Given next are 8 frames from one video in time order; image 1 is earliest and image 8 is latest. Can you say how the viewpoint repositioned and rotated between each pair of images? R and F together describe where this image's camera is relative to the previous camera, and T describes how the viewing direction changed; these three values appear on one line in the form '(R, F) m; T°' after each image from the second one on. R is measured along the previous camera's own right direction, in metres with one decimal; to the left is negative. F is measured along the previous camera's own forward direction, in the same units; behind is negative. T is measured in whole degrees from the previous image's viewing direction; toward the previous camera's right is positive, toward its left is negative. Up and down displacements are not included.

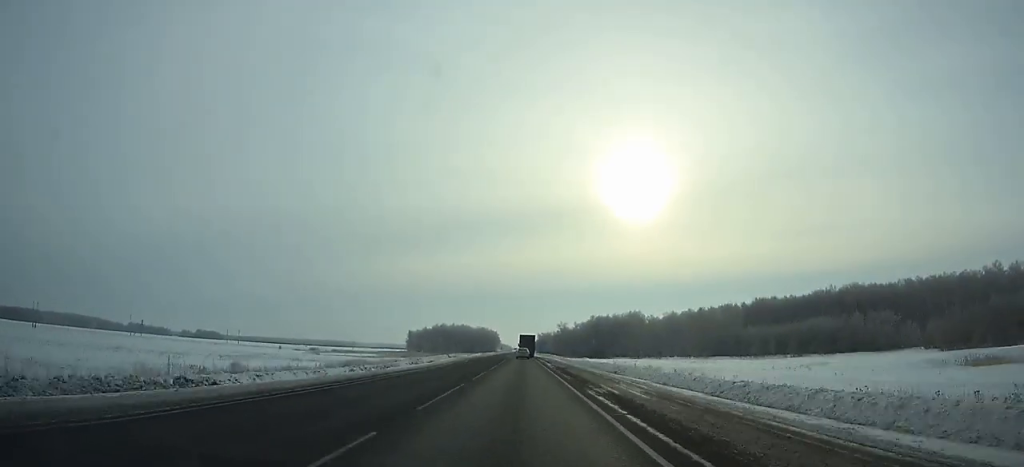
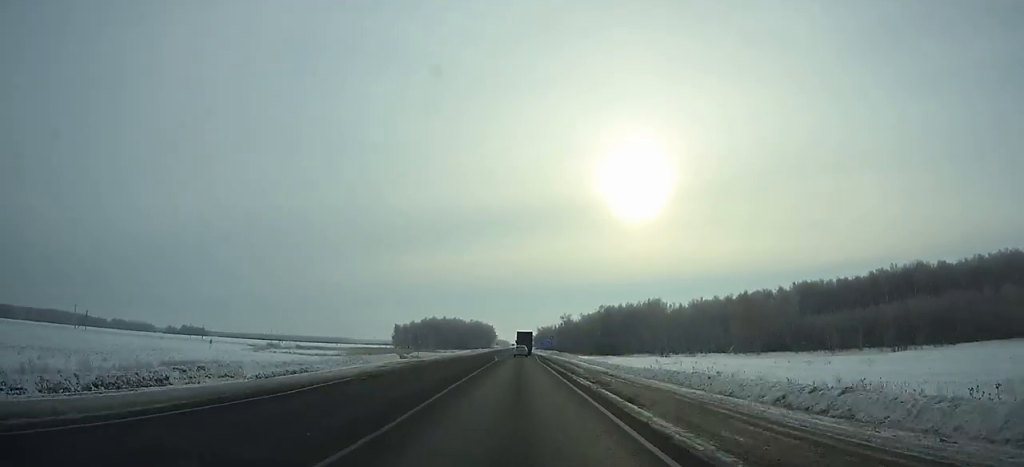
(+0.1, +42.7) m; 0°
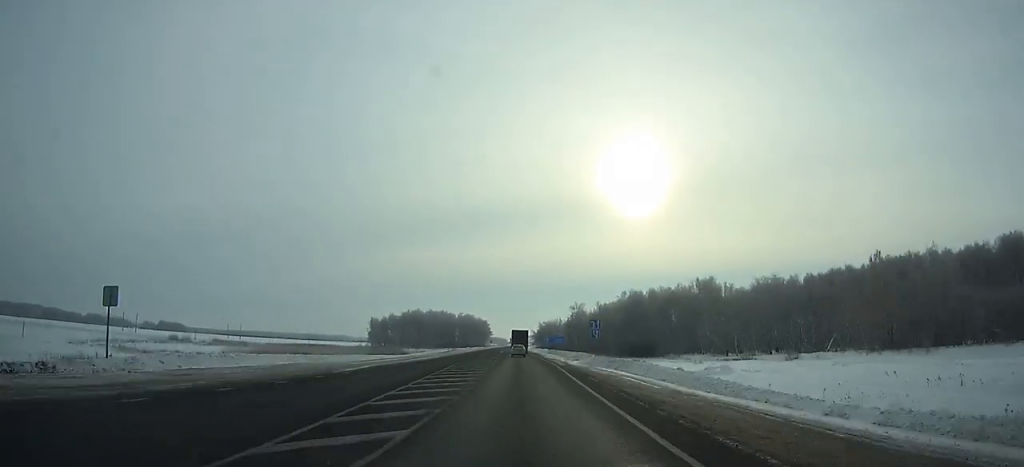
(+0.1, +63.1) m; 0°
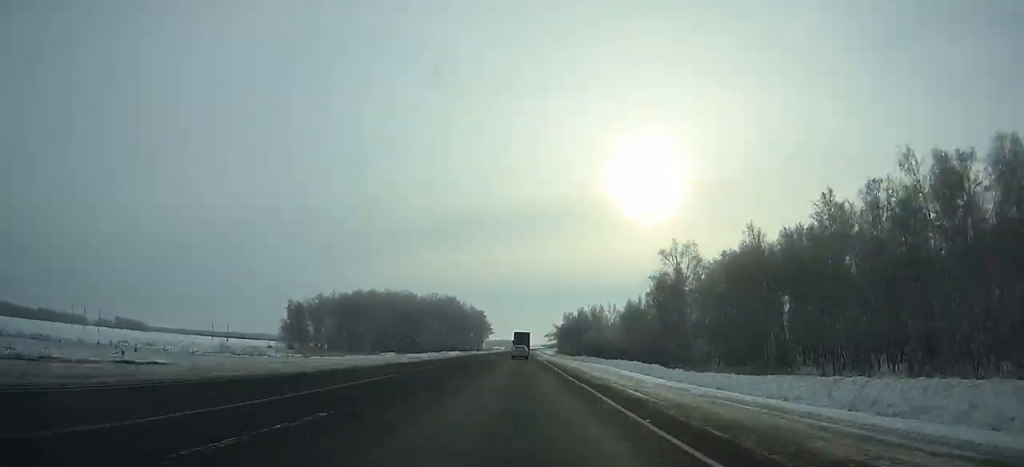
(-1.2, +140.3) m; -1°
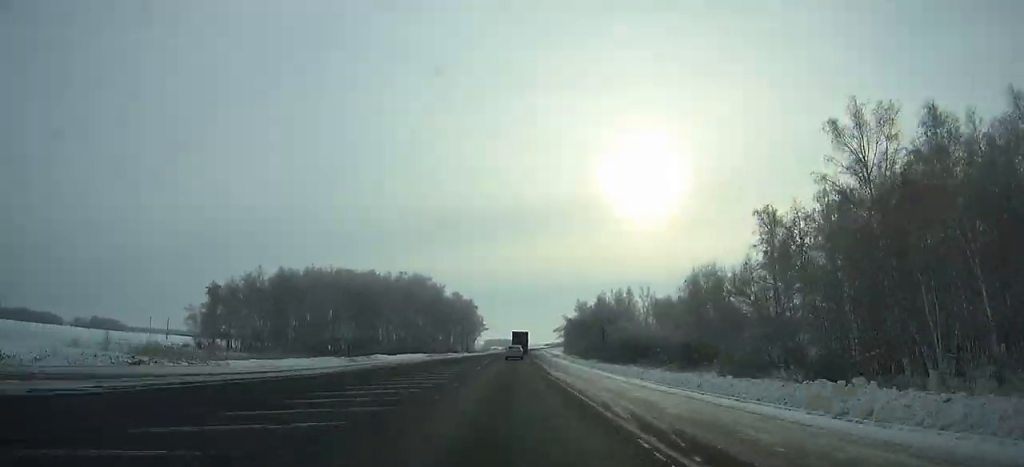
(-0.2, +54.7) m; 0°
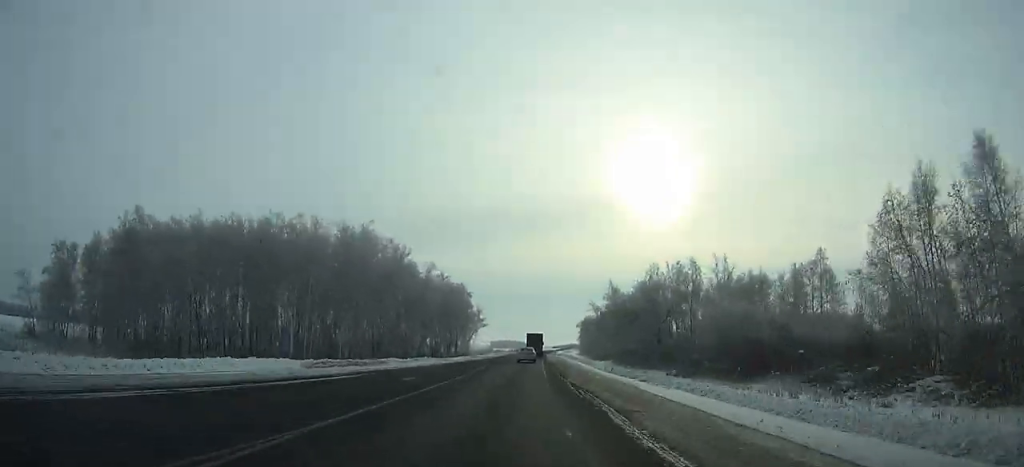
(-0.2, +52.5) m; 0°
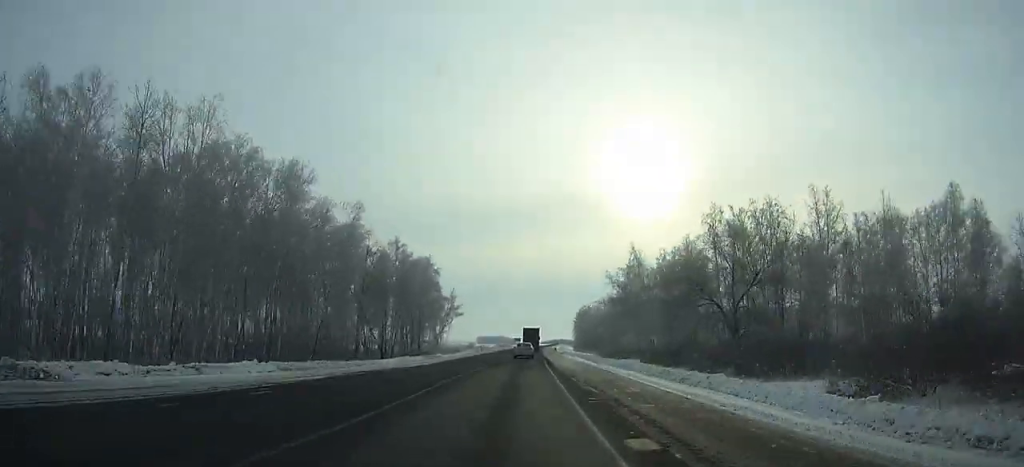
(+0.2, +38.7) m; +1°
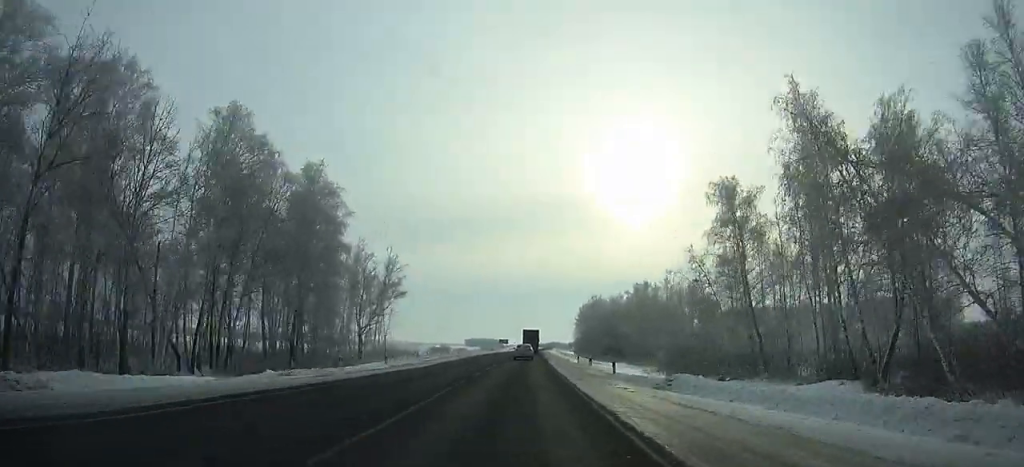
(+0.5, +59.3) m; +1°
